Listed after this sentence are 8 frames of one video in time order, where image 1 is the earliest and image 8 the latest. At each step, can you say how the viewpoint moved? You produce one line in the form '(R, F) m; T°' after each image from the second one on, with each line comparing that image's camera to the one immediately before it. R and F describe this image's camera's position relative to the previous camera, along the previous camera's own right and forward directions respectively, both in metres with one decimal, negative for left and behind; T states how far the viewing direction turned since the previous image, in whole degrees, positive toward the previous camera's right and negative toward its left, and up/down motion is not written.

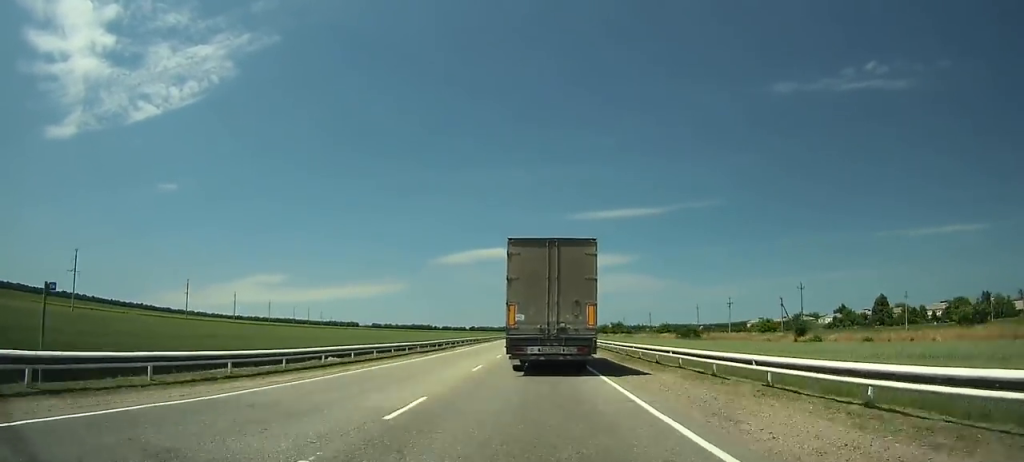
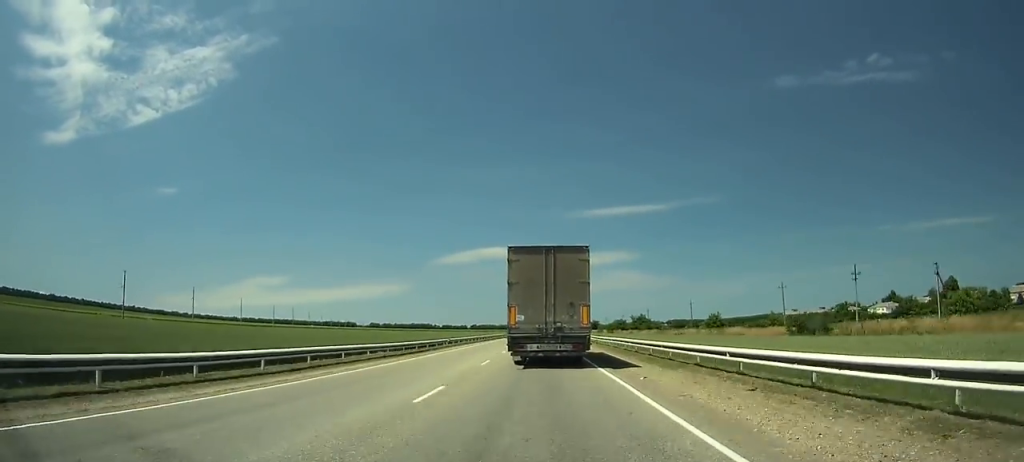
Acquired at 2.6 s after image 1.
(-0.1, +54.7) m; 0°
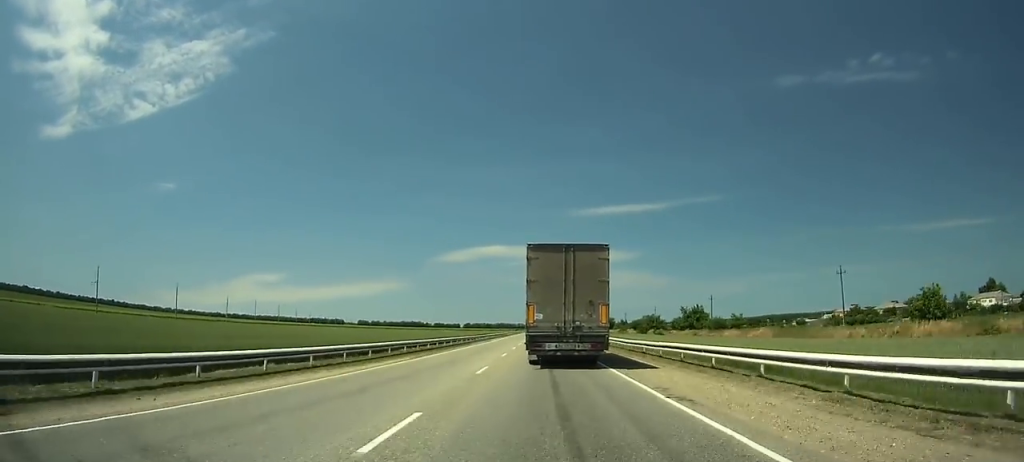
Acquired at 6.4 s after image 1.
(-0.2, +81.1) m; 0°
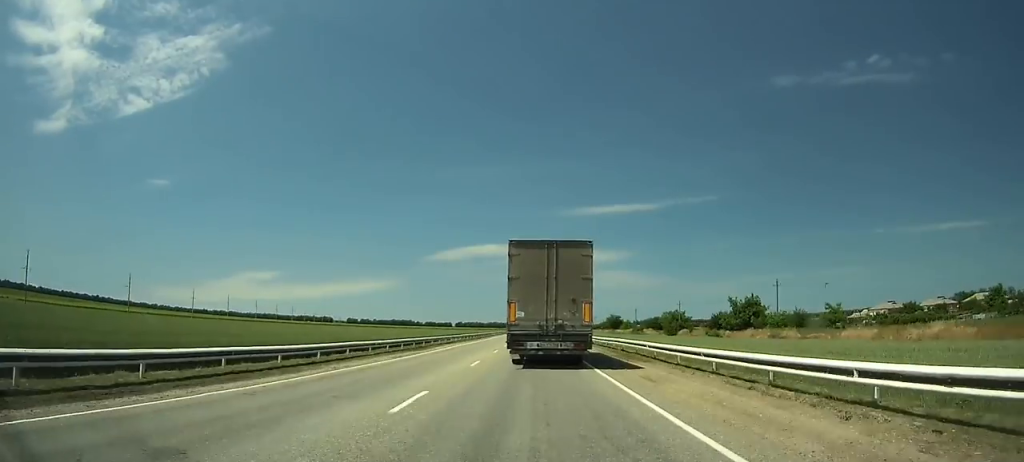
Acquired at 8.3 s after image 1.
(+0.1, +40.9) m; 0°
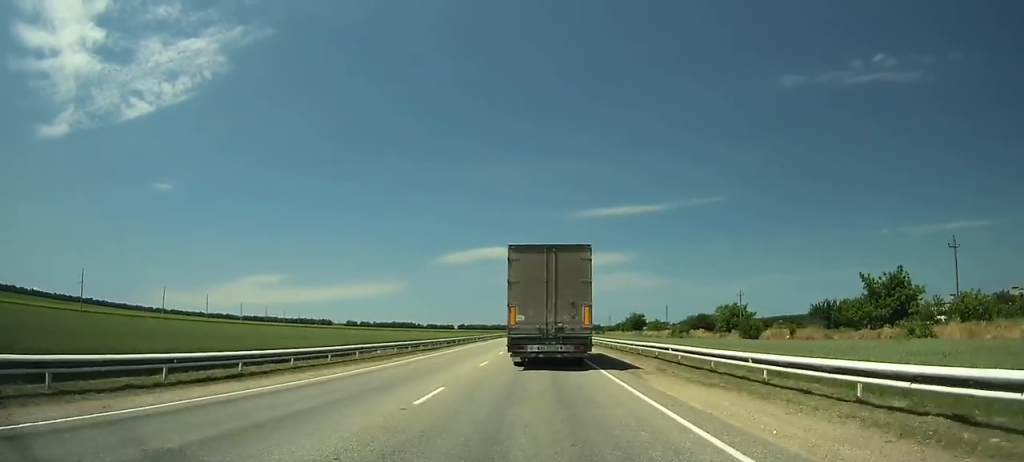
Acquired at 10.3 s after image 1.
(+0.1, +43.1) m; 0°
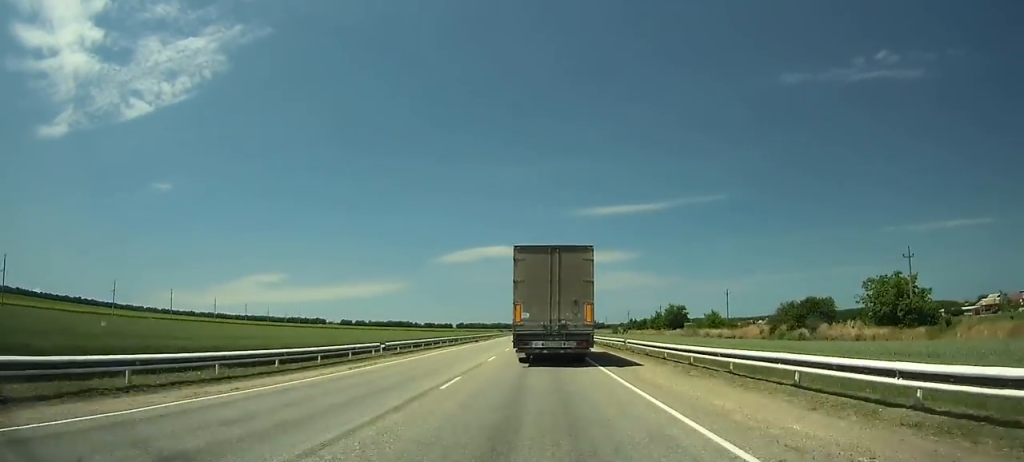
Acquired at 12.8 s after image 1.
(-0.1, +53.9) m; 0°
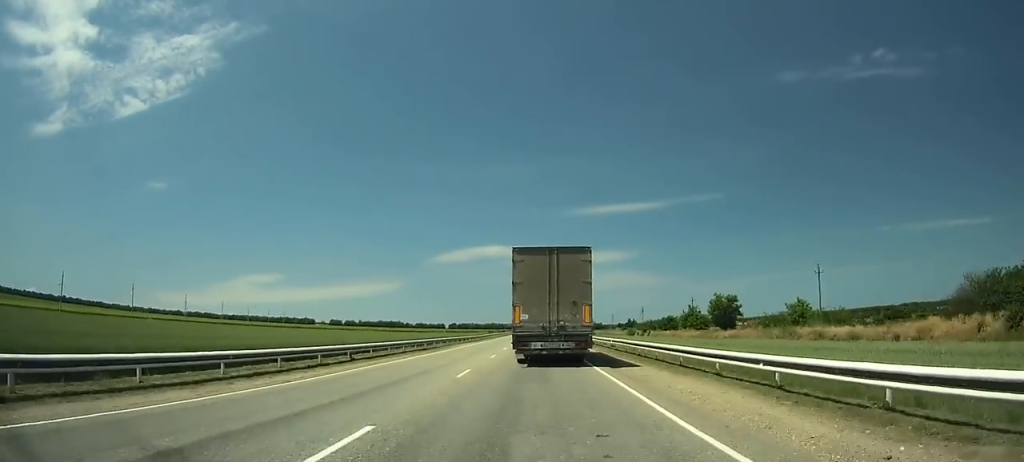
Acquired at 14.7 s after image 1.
(-0.1, +40.9) m; 0°
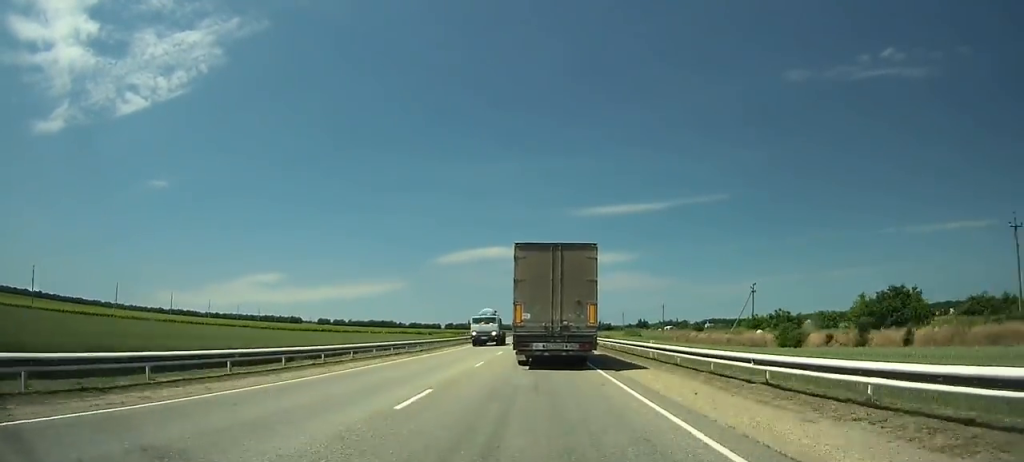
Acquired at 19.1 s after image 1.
(0.0, +94.7) m; 0°
